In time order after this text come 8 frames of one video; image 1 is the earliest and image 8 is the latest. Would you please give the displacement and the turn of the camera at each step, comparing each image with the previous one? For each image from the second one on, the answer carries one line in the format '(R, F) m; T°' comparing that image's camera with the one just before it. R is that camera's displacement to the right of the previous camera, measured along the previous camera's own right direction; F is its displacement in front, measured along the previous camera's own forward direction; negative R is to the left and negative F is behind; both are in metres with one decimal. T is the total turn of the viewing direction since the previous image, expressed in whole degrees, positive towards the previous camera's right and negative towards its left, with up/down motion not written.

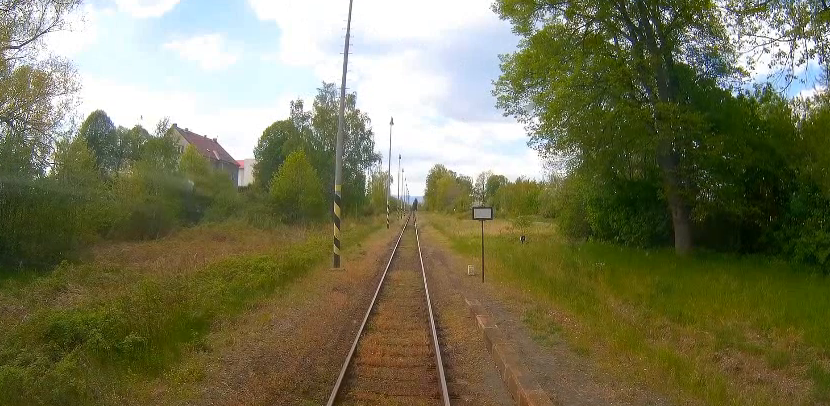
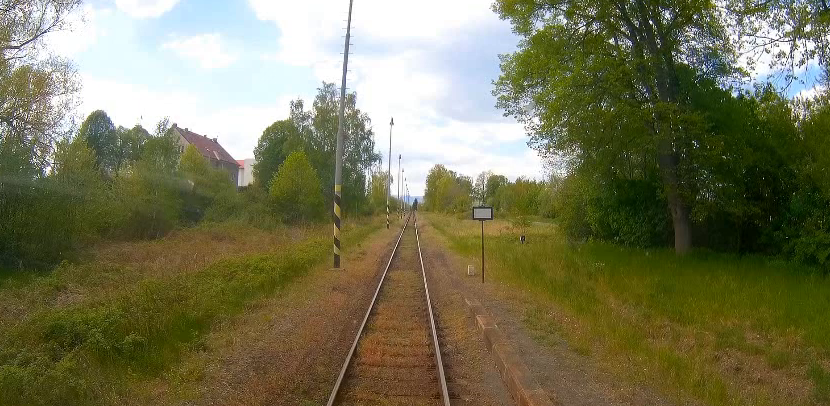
(0.0, 0.0) m; 0°
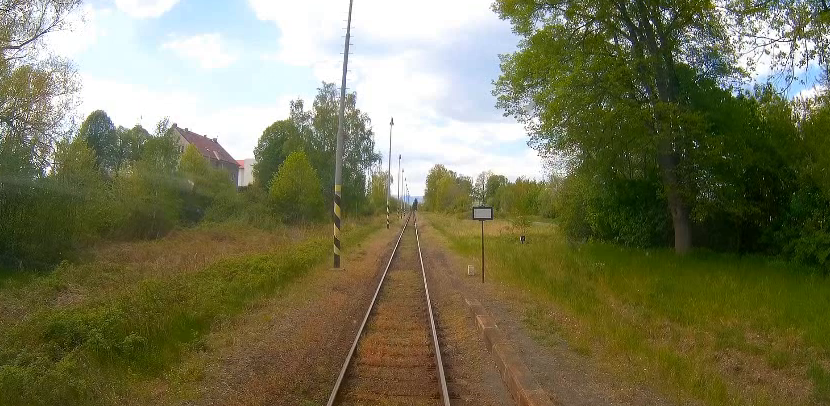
(0.0, 0.0) m; 0°
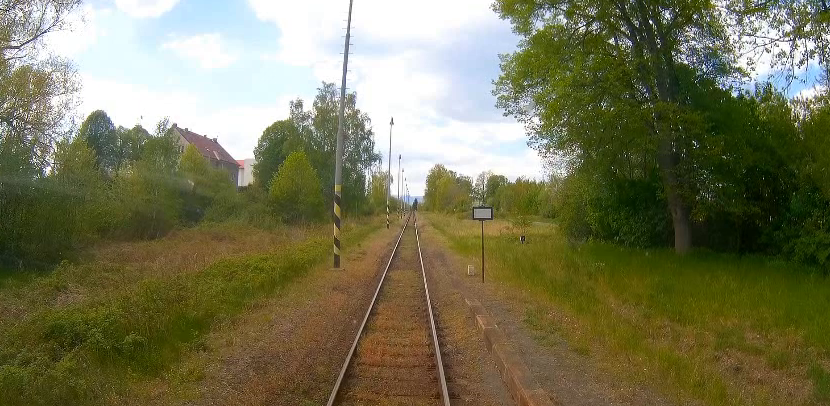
(0.0, 0.0) m; 0°
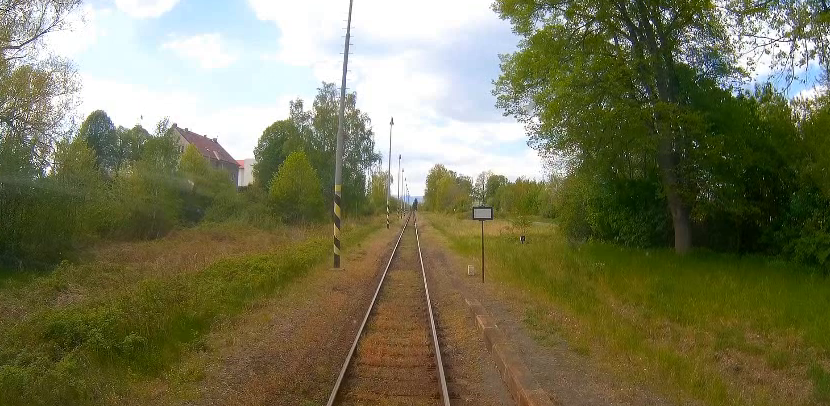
(0.0, 0.0) m; 0°
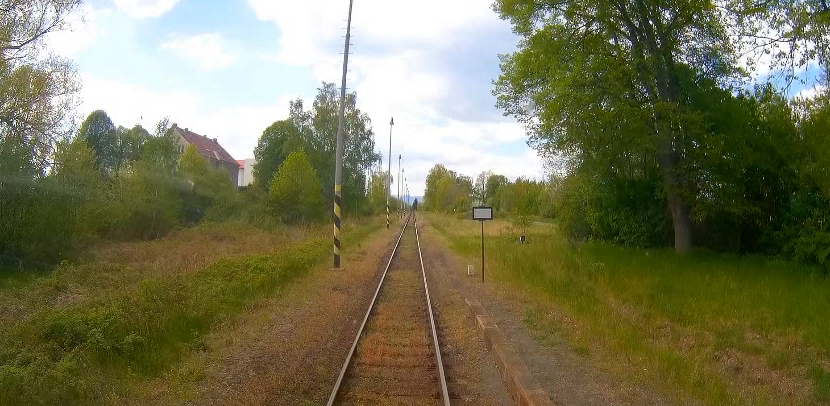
(0.0, 0.0) m; 0°
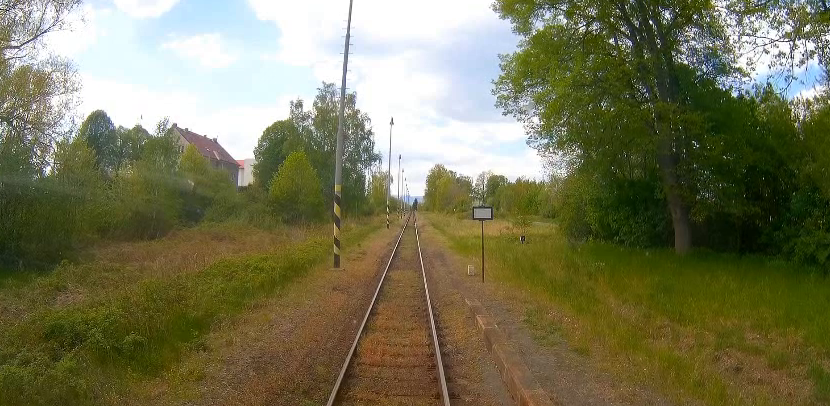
(0.0, 0.0) m; 0°
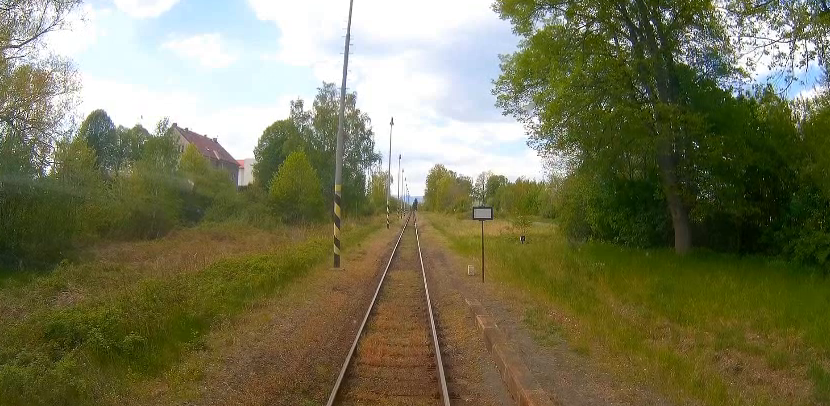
(0.0, 0.0) m; 0°
